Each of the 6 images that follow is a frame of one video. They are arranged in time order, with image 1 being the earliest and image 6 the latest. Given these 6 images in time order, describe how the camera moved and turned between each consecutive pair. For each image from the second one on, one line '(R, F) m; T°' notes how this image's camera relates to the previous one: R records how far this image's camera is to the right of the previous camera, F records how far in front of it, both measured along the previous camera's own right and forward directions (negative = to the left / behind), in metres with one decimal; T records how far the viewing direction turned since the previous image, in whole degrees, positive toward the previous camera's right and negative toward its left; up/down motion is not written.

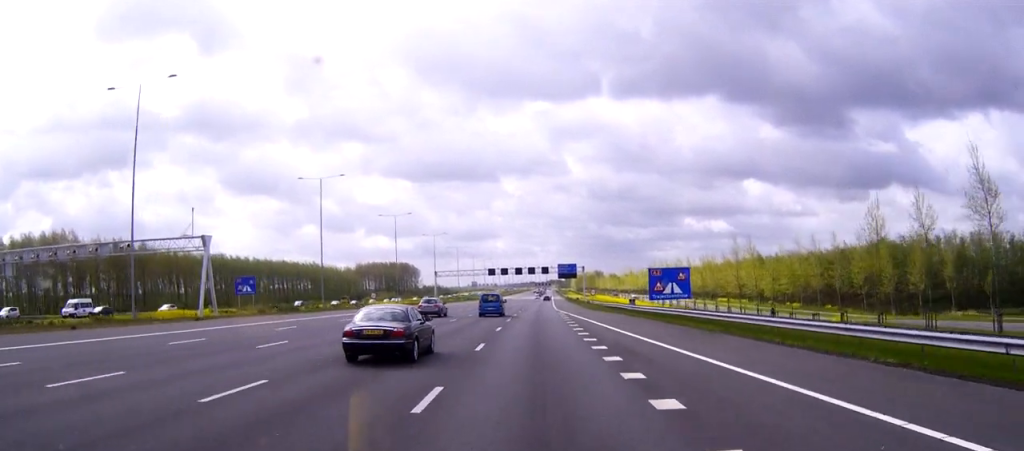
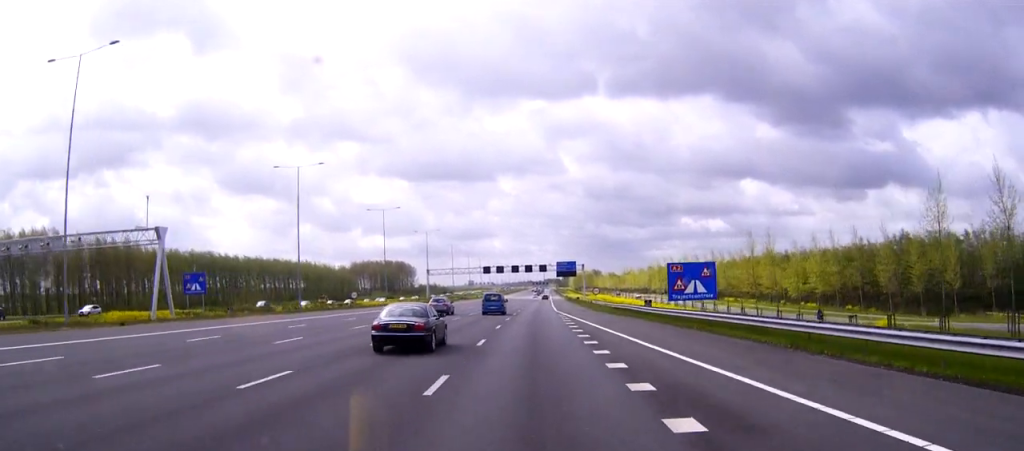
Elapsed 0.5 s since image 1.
(0.0, +9.8) m; 0°
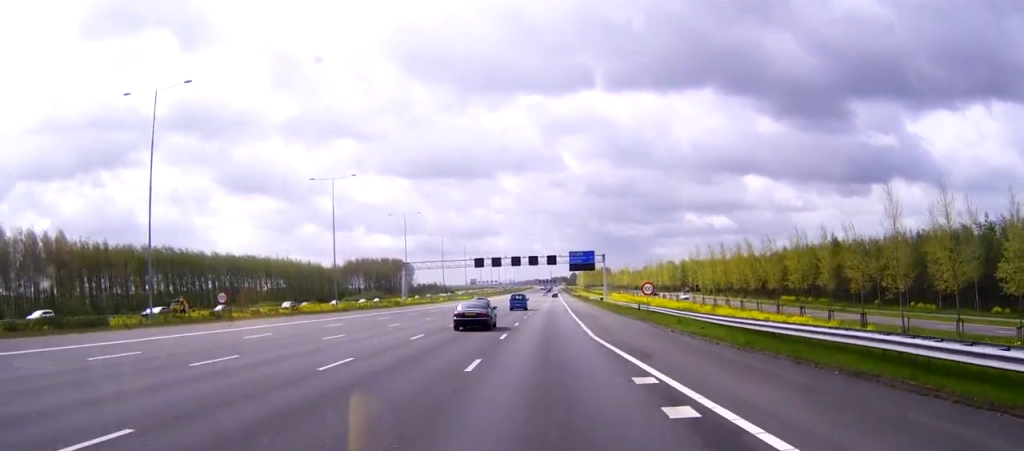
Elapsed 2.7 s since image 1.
(+0.1, +42.2) m; 0°
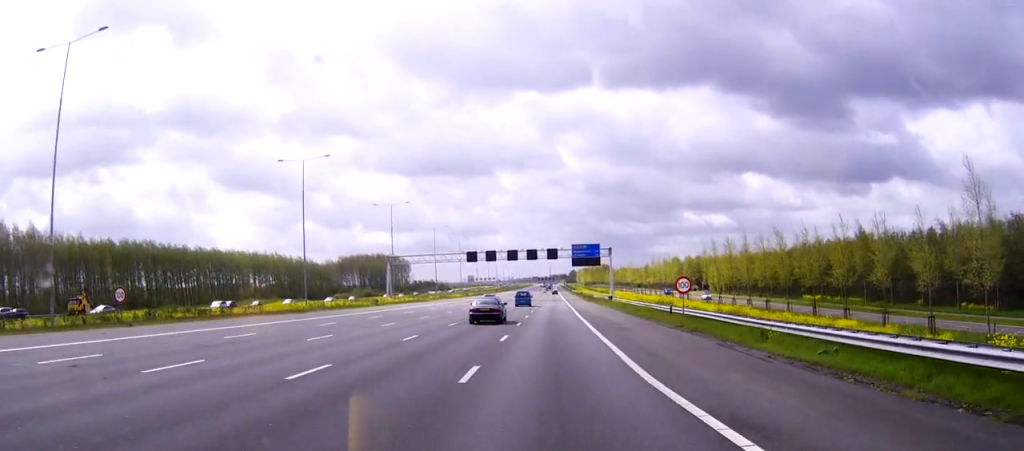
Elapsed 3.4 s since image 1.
(0.0, +14.3) m; 0°
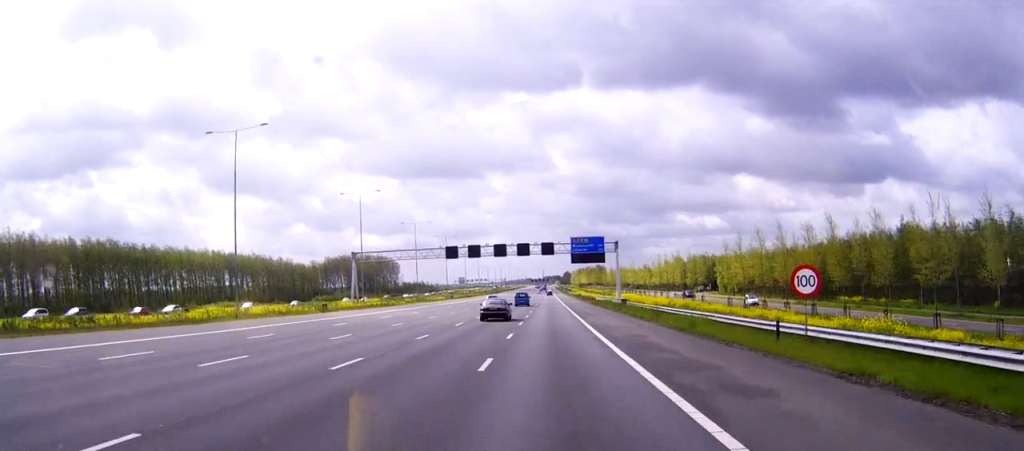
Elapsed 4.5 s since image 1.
(0.0, +21.0) m; 0°
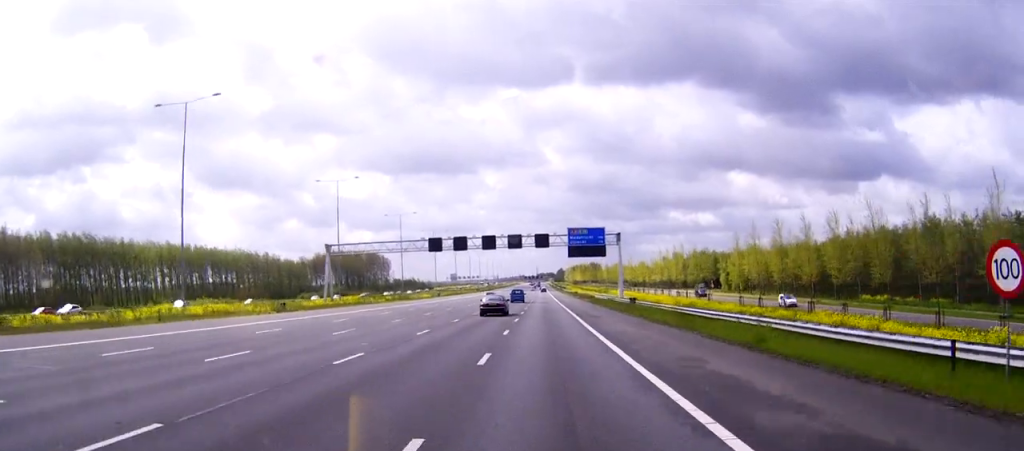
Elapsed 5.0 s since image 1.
(0.0, +11.2) m; 0°
